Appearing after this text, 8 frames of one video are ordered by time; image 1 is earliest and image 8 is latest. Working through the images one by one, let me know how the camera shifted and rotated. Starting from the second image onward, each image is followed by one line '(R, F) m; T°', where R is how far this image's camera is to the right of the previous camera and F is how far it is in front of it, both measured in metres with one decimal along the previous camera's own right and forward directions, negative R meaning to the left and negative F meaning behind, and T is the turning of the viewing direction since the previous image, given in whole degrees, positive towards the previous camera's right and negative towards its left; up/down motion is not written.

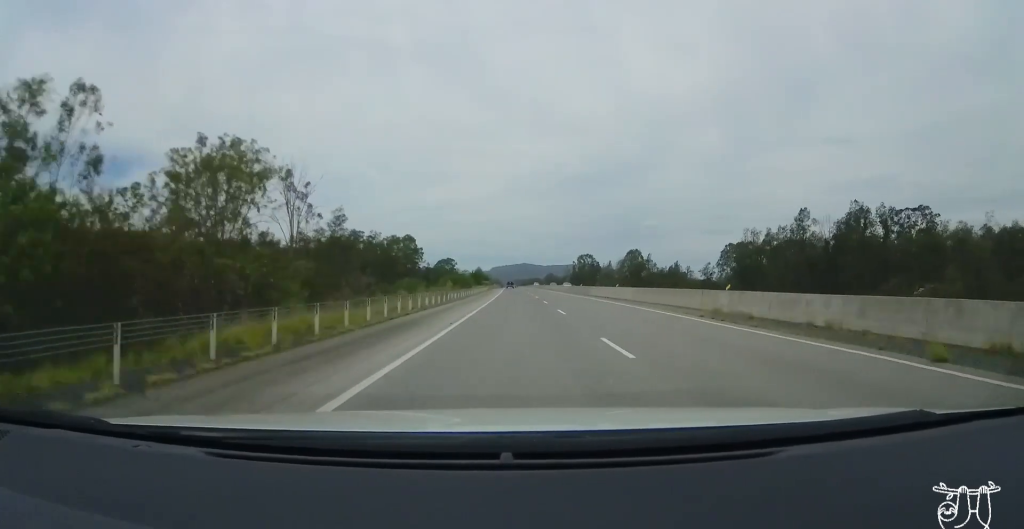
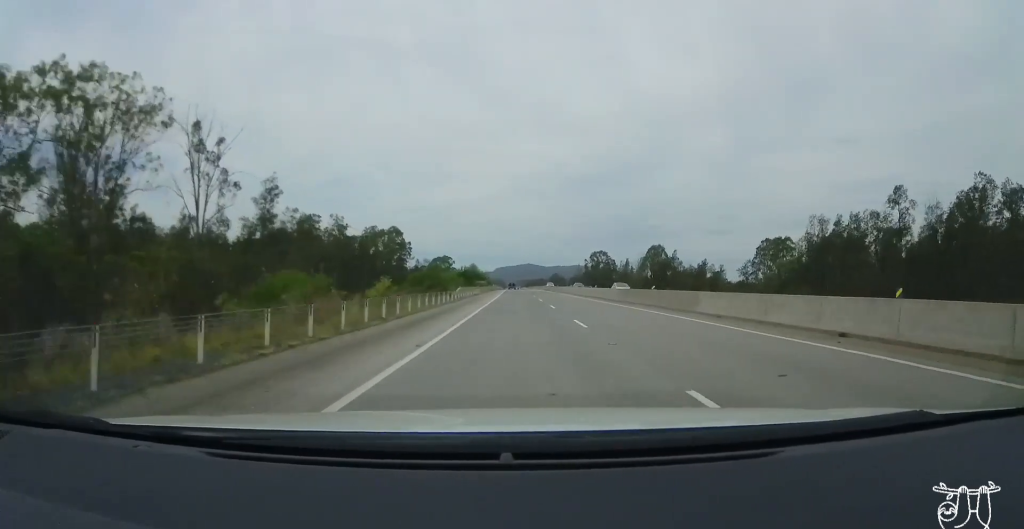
(-0.1, +29.6) m; 0°
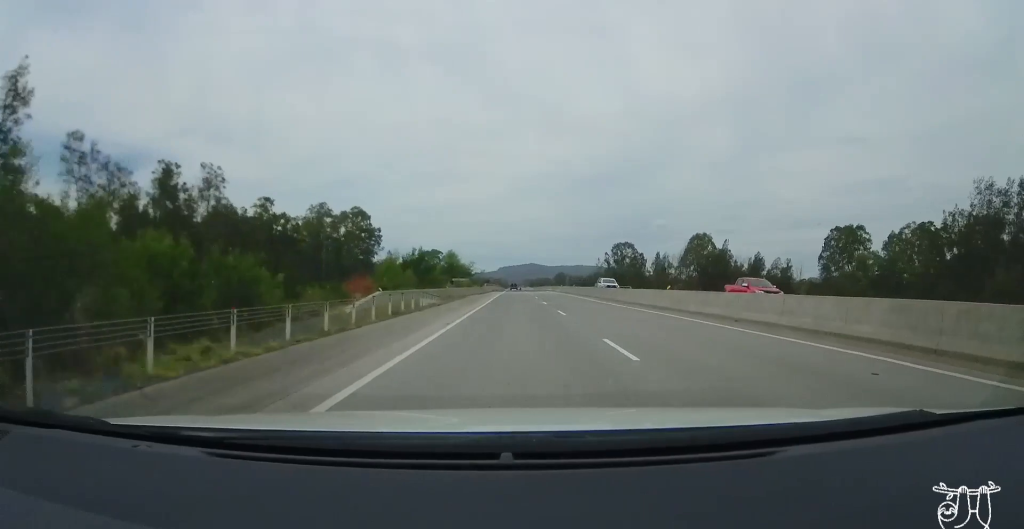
(+0.2, +42.8) m; 0°
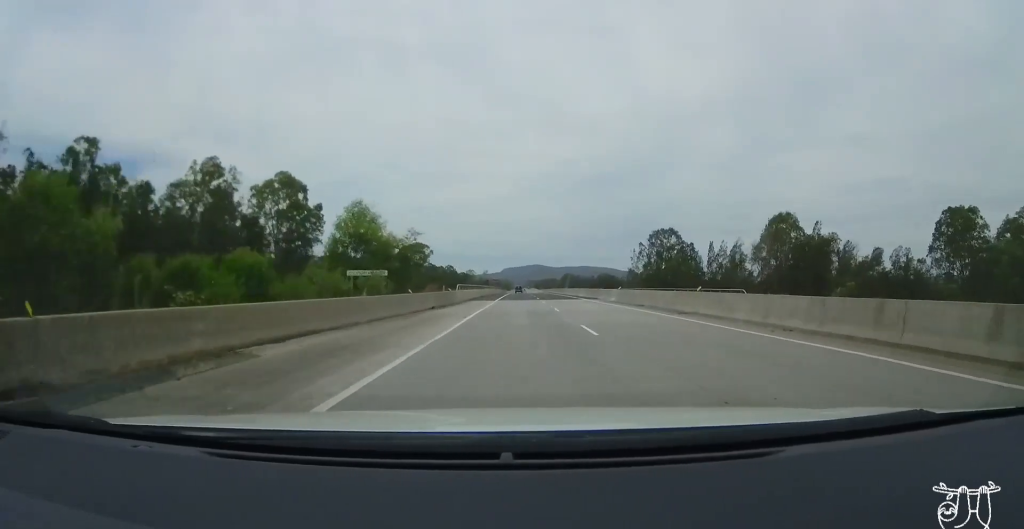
(-0.1, +44.2) m; -1°
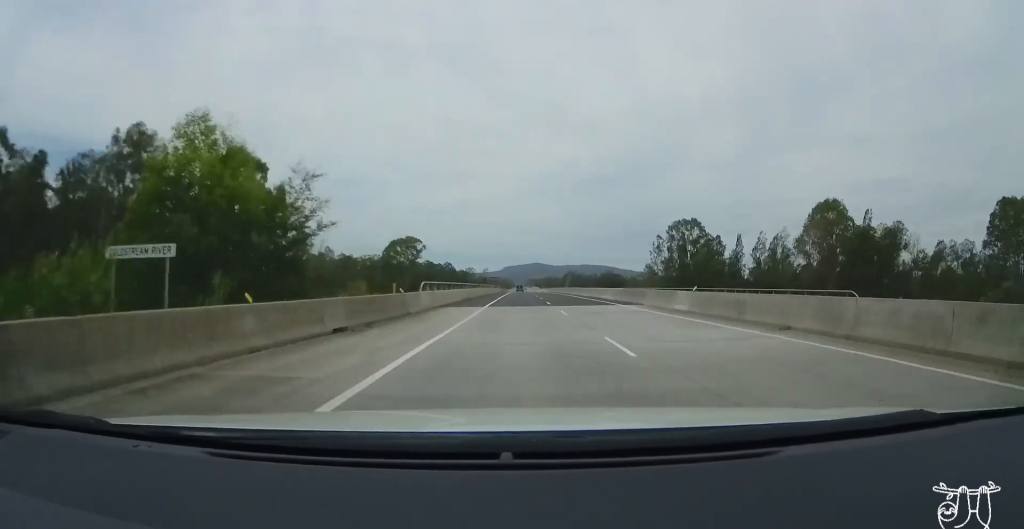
(-0.2, +15.6) m; 0°
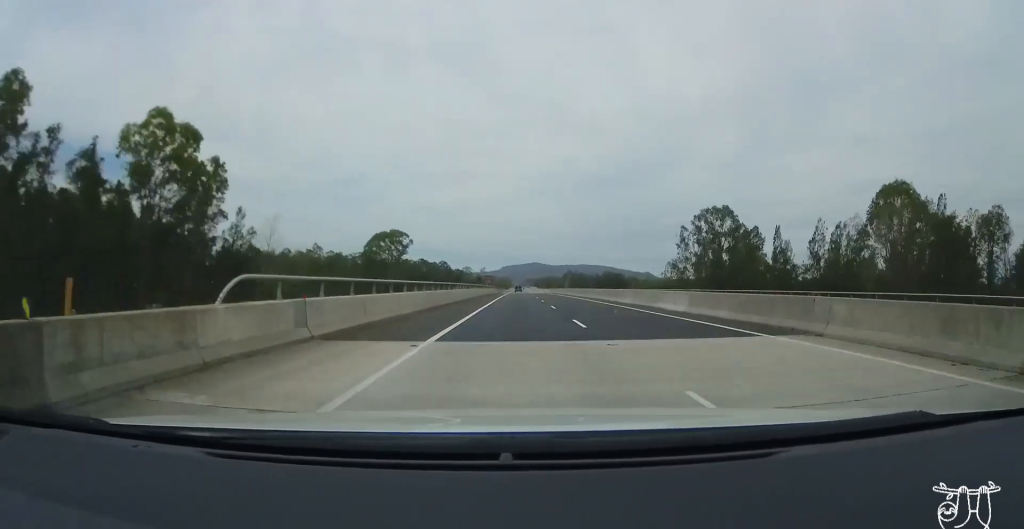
(-0.3, +18.0) m; 0°
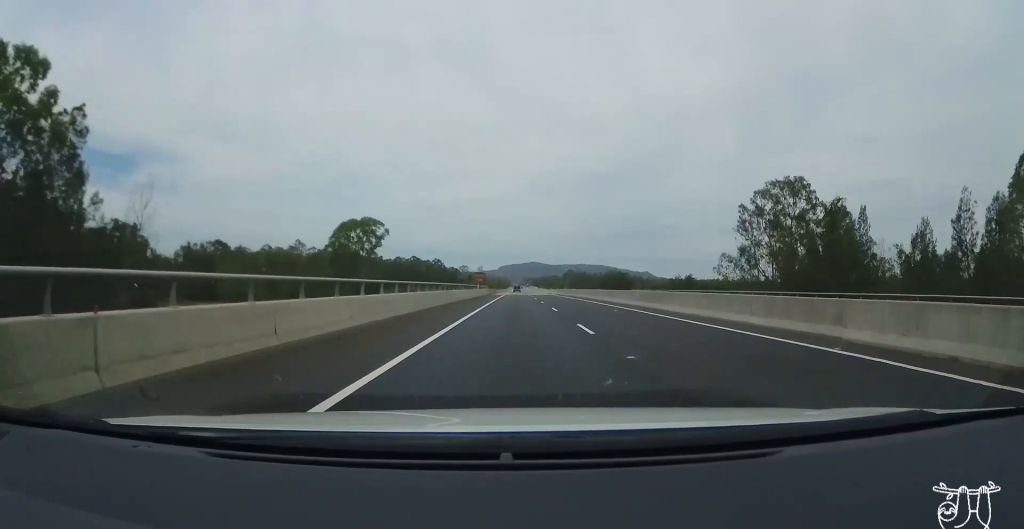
(+0.5, +26.5) m; +1°
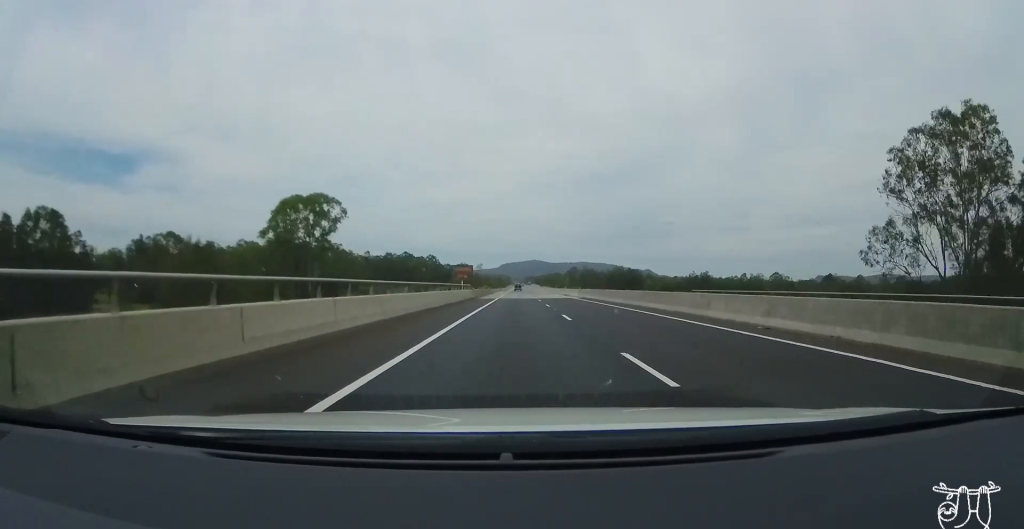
(+0.1, +30.1) m; 0°
